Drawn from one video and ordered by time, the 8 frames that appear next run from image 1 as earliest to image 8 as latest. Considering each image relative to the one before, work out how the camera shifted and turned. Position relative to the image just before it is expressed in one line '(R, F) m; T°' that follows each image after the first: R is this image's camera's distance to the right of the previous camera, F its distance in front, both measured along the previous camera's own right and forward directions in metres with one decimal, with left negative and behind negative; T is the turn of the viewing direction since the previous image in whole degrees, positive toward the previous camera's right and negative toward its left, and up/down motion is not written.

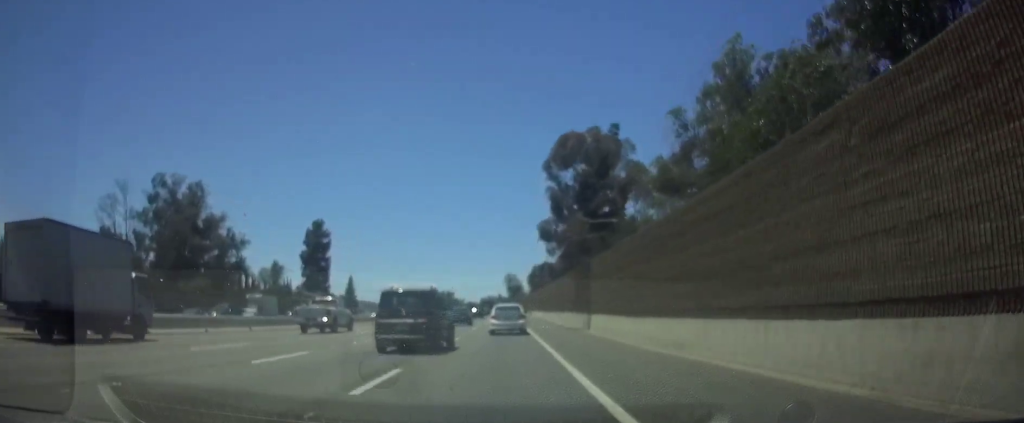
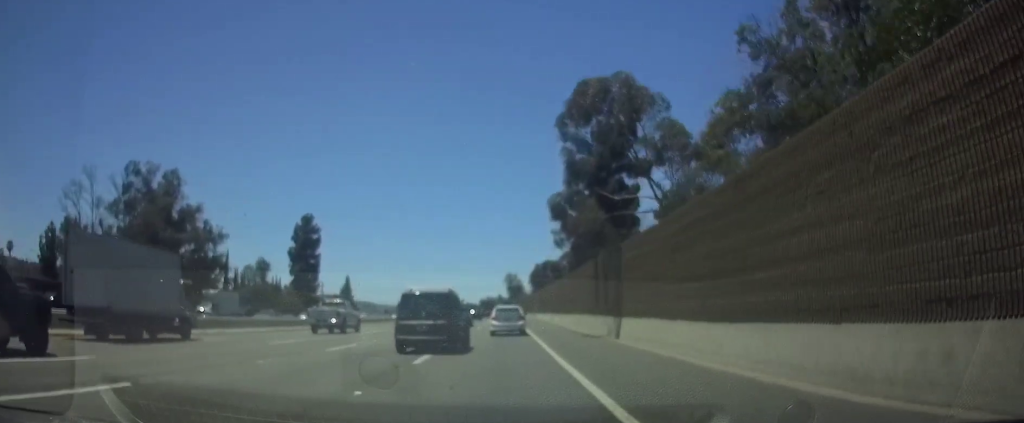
(-0.1, +9.0) m; 0°
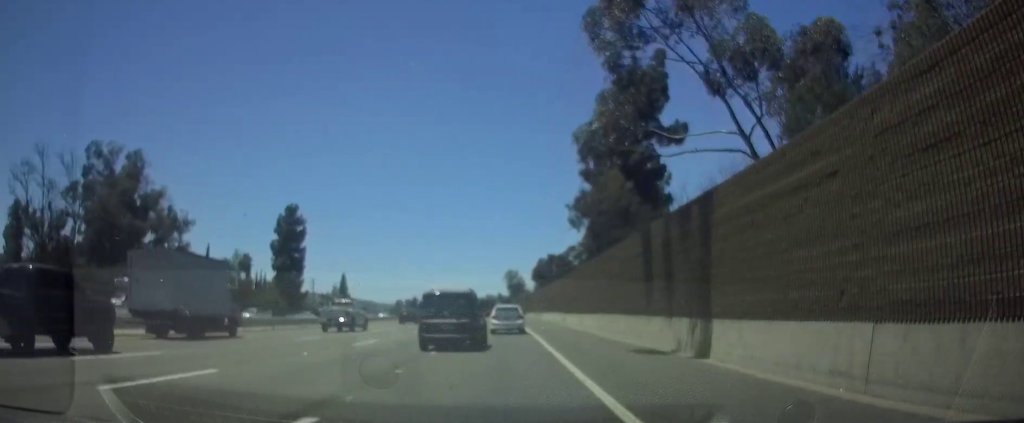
(0.0, +11.7) m; 0°
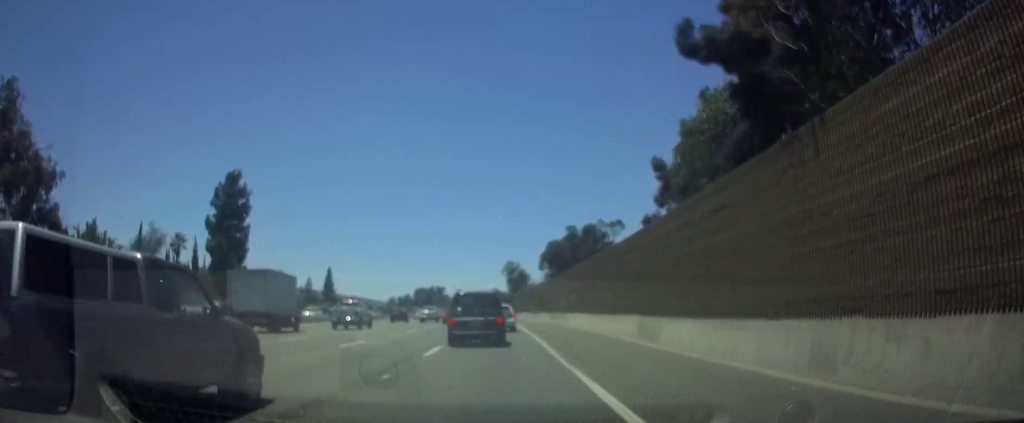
(+0.1, +30.9) m; 0°
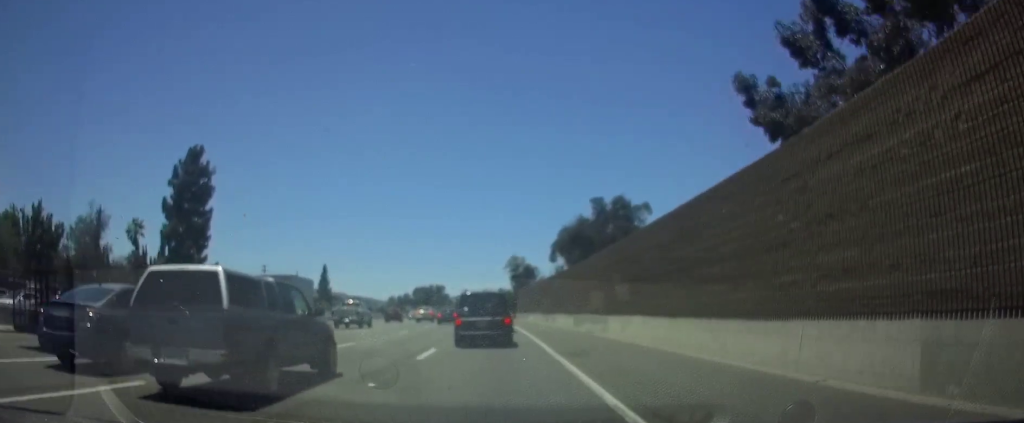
(0.0, +15.7) m; -1°
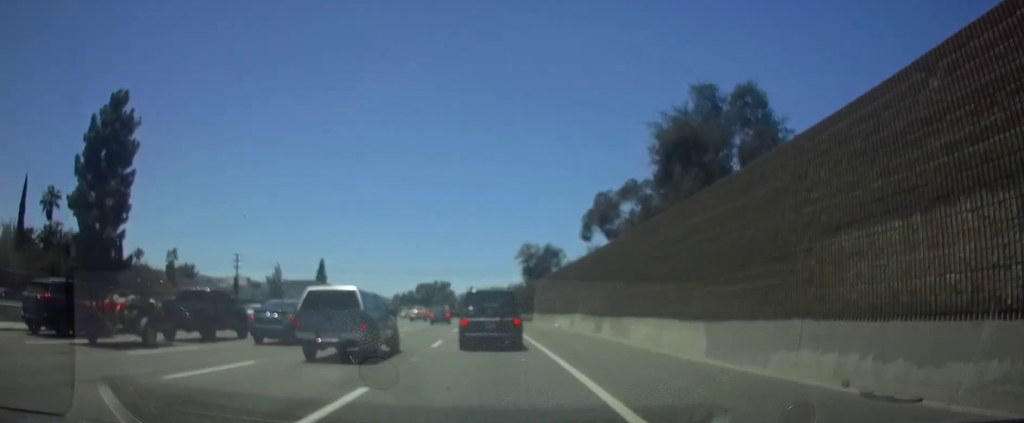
(-0.4, +23.3) m; -2°
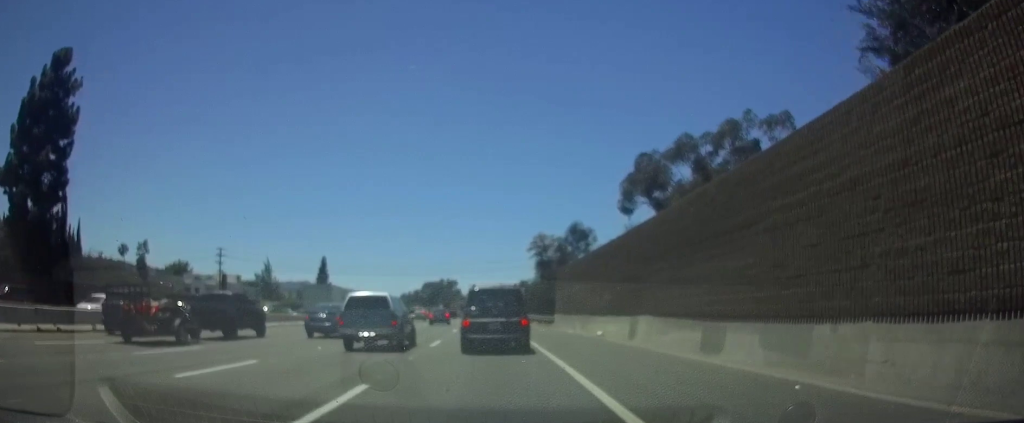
(-0.1, +13.4) m; -1°
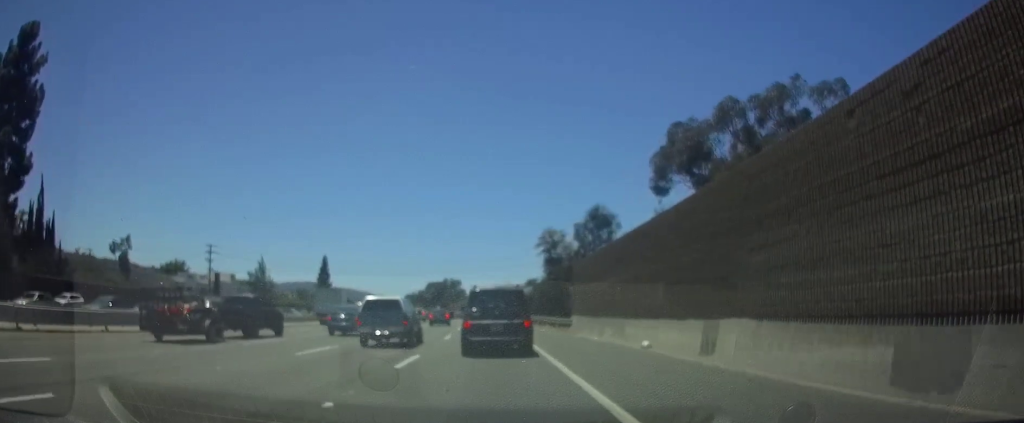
(0.0, +7.3) m; 0°
